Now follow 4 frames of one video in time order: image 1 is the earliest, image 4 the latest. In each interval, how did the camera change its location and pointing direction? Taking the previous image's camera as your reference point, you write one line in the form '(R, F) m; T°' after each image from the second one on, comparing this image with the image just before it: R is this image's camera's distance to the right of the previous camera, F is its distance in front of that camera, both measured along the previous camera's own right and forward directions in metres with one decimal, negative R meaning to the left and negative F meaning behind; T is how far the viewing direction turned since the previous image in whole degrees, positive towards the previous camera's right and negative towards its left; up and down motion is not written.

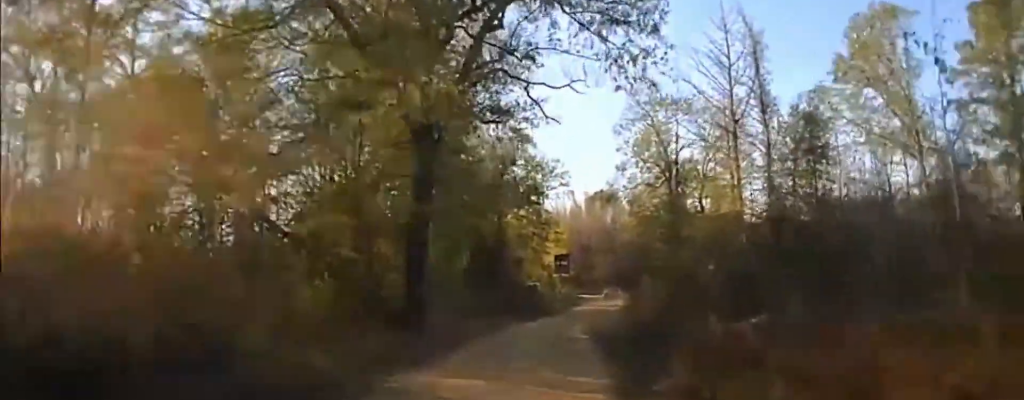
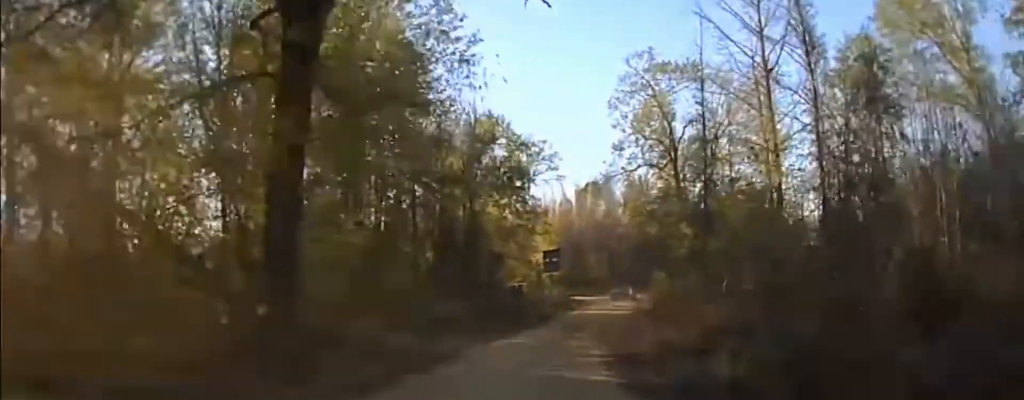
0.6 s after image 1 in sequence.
(0.0, +13.3) m; 0°
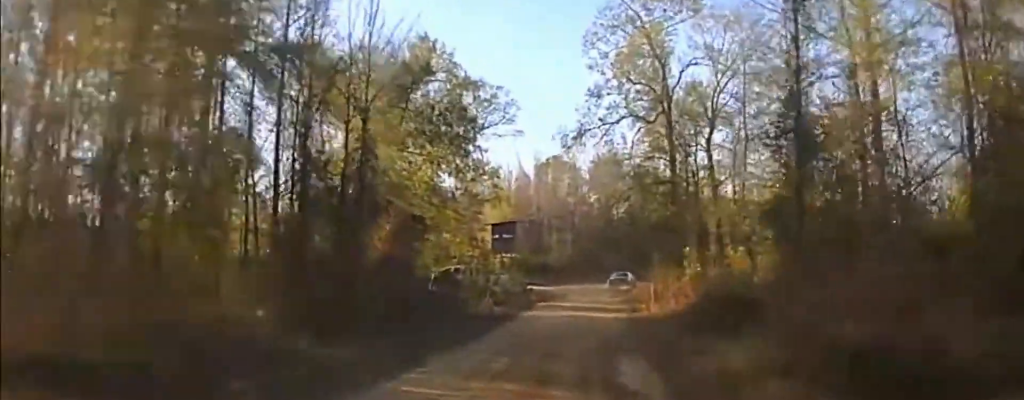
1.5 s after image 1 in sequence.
(+0.1, +23.5) m; +2°
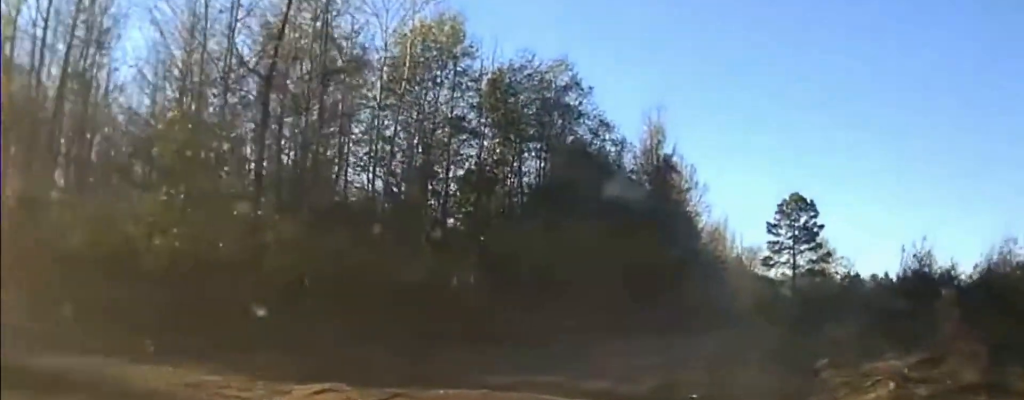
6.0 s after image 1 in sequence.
(+6.5, +76.8) m; +14°
